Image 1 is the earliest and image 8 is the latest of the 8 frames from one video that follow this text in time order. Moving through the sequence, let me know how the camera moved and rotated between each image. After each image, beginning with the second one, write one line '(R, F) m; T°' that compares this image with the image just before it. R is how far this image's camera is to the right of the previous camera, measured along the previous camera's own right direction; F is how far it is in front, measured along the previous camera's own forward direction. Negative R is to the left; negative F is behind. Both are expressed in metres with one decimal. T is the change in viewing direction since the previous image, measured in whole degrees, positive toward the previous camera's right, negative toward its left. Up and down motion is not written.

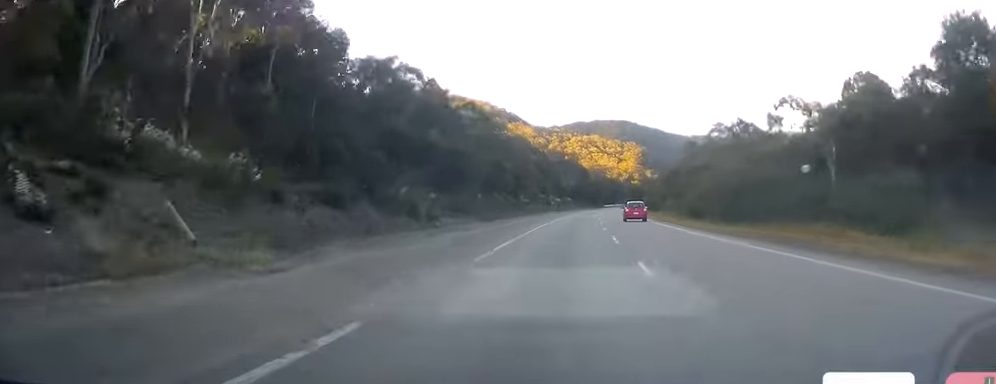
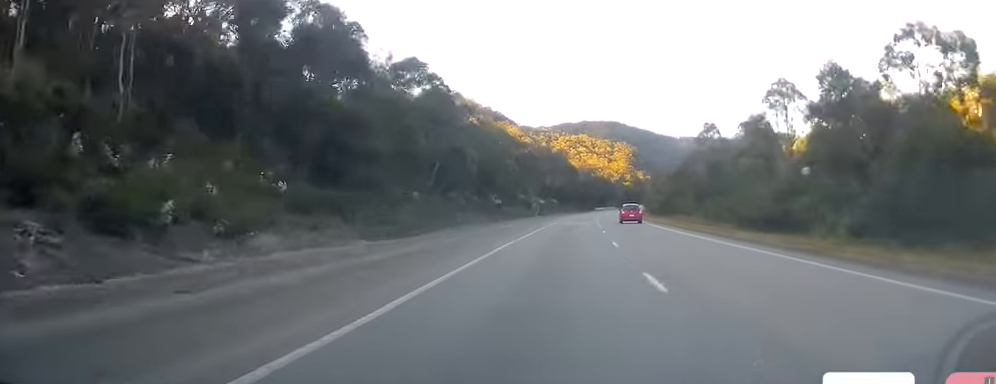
(+0.1, +26.3) m; 0°
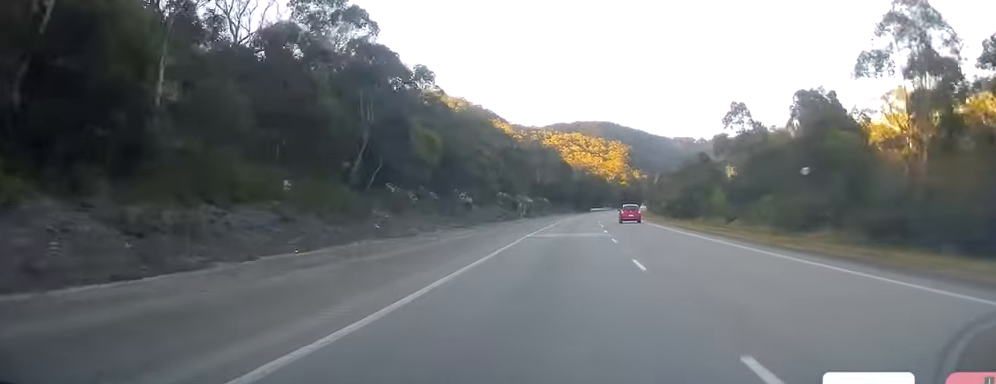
(-0.2, +20.6) m; 0°
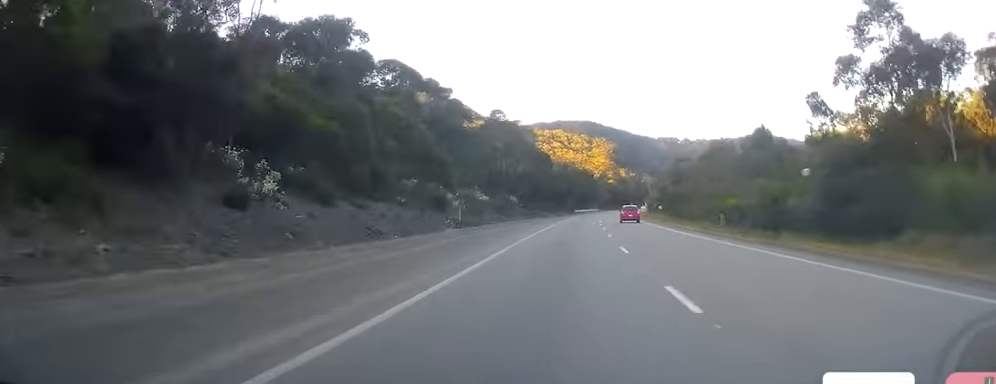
(+0.7, +42.2) m; +2°
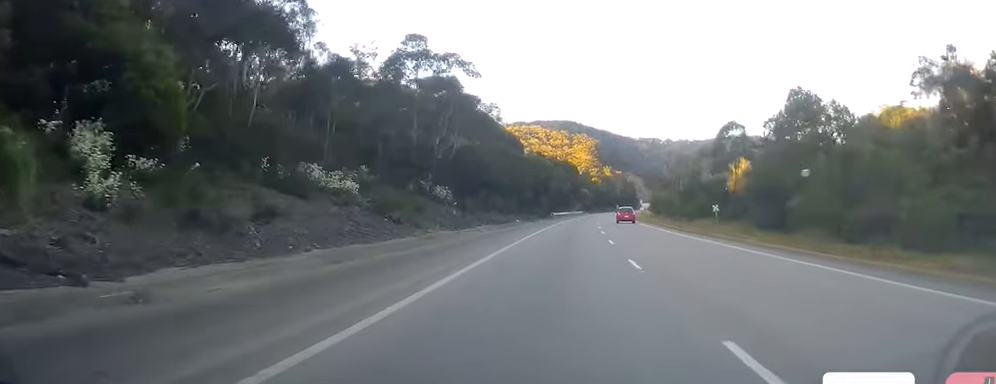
(-0.2, +41.4) m; 0°
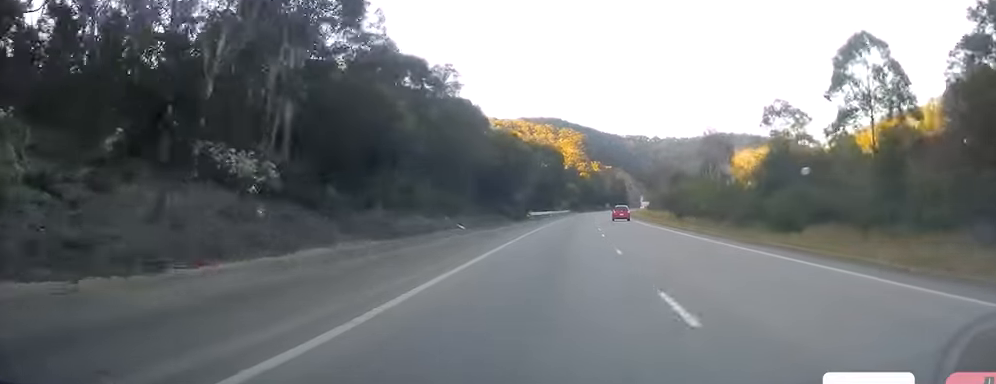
(+0.7, +31.9) m; +2°
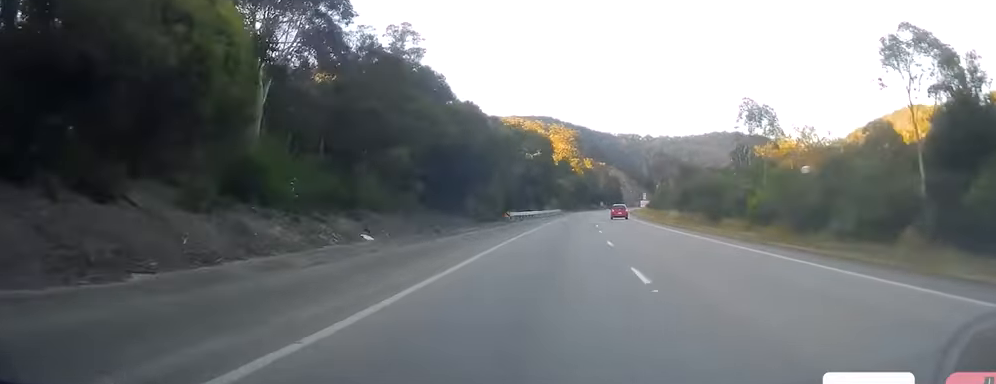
(+0.1, +19.8) m; +1°
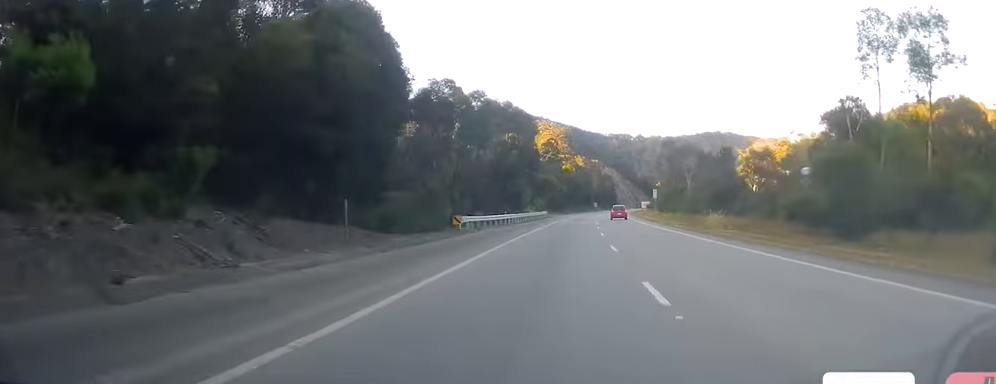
(-0.2, +26.6) m; +1°
